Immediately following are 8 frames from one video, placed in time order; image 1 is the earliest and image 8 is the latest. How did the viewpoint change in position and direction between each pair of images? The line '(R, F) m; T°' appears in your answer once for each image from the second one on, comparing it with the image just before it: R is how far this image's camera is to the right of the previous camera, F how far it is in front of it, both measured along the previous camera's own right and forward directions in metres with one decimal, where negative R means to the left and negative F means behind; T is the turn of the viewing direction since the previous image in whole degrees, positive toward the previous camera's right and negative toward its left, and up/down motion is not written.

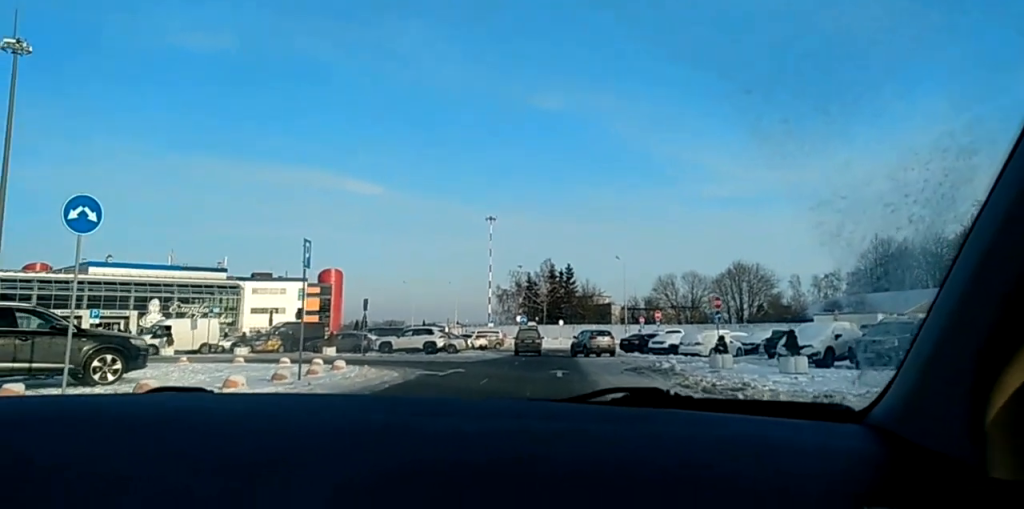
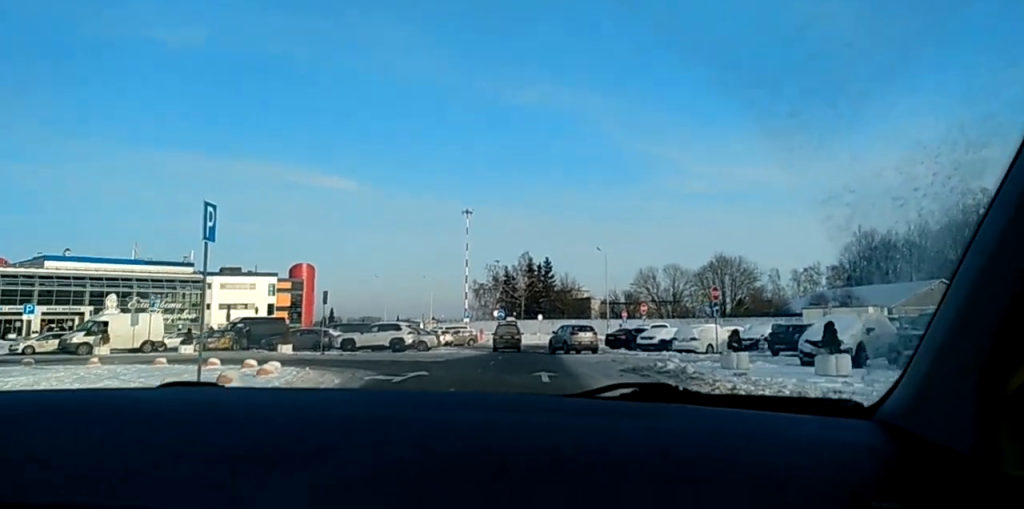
(+0.1, +5.0) m; +2°
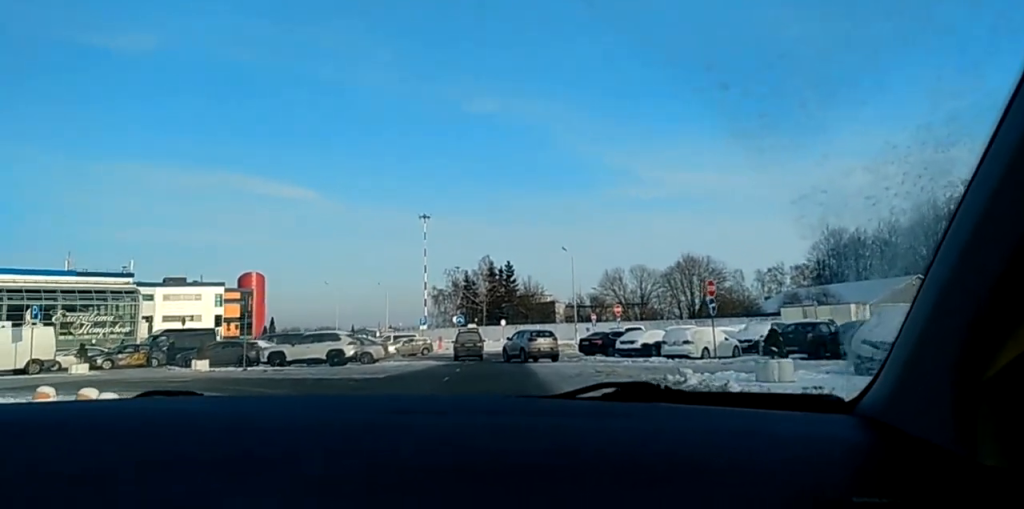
(0.0, +7.0) m; +2°
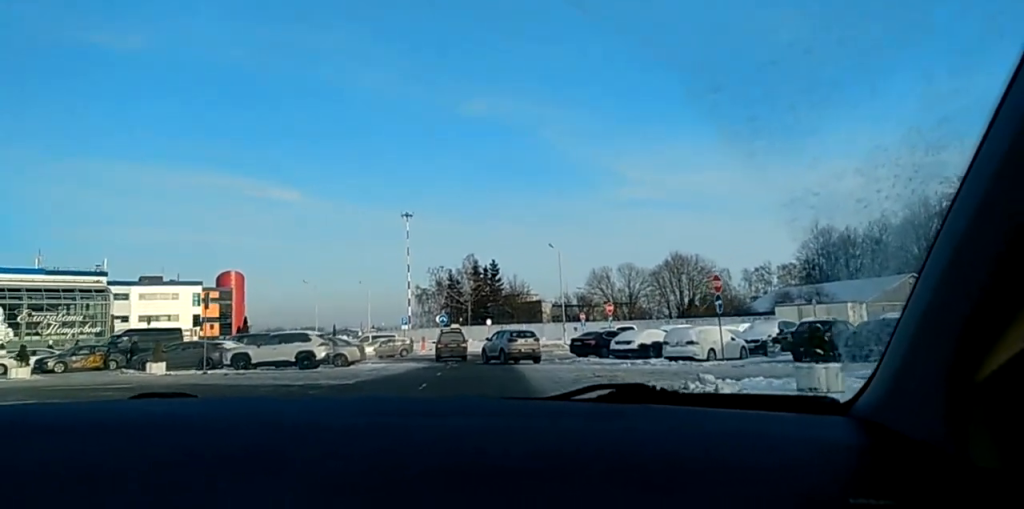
(+0.1, +3.3) m; +2°
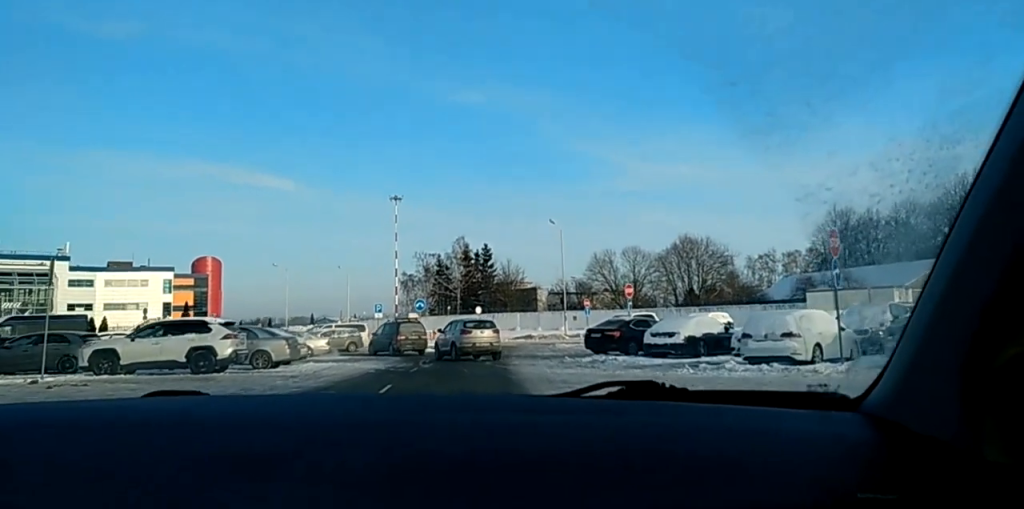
(+0.5, +11.4) m; +3°
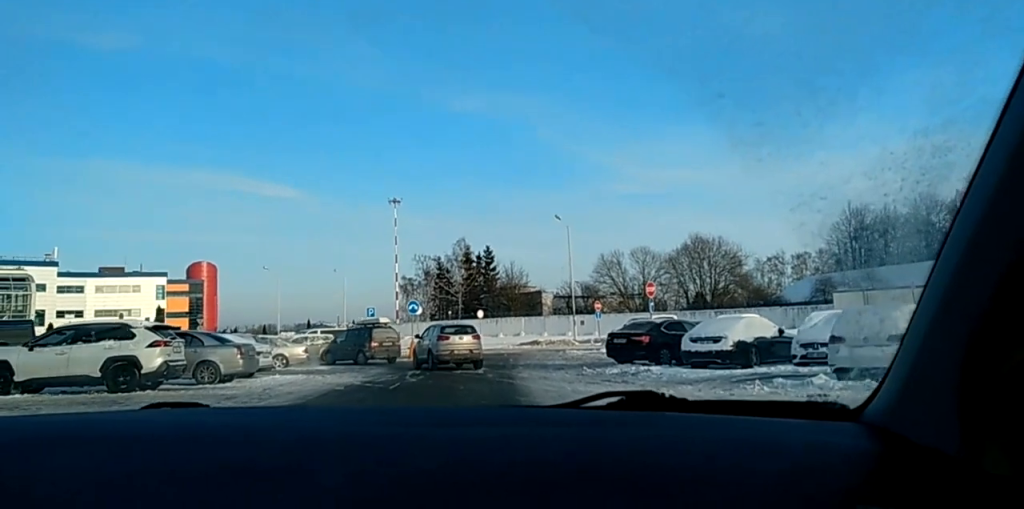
(0.0, +5.3) m; 0°
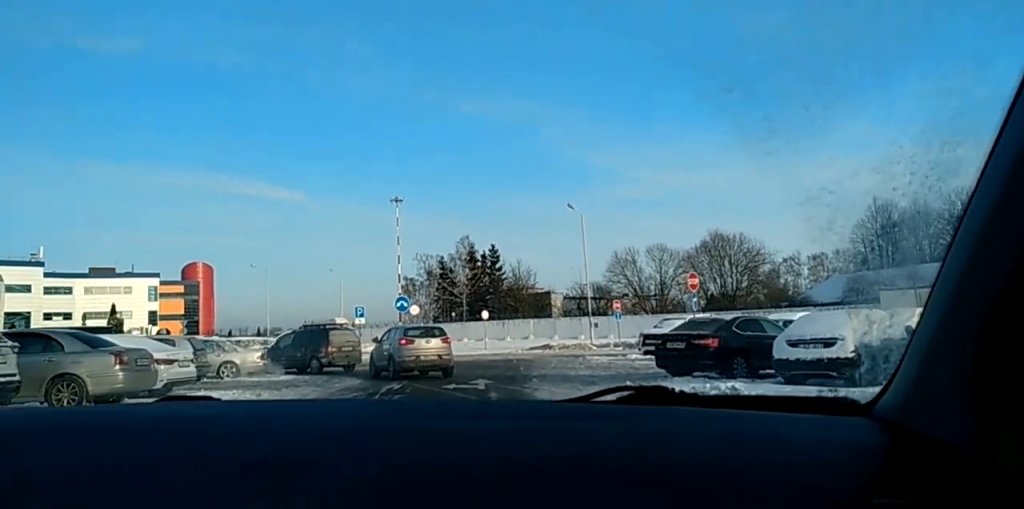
(0.0, +7.3) m; -3°
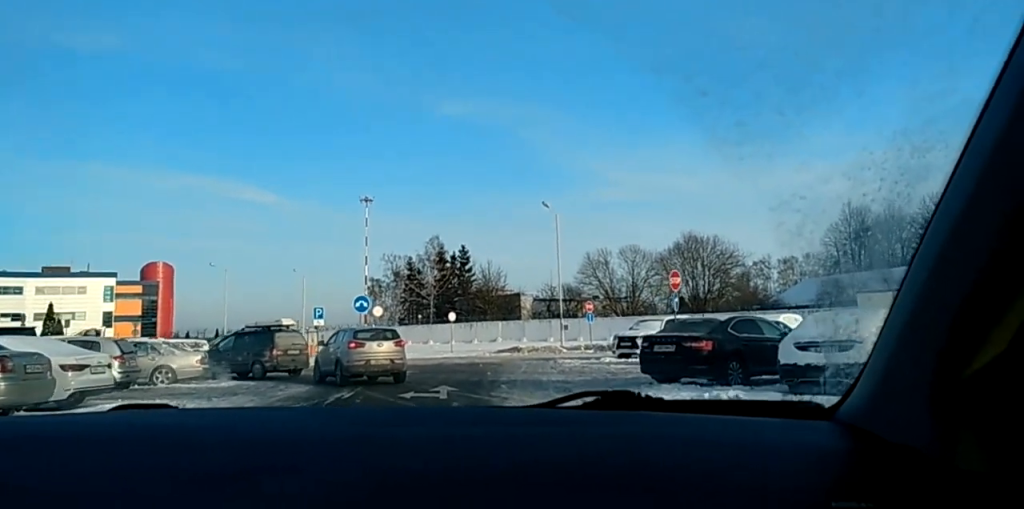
(0.0, +2.2) m; -1°
